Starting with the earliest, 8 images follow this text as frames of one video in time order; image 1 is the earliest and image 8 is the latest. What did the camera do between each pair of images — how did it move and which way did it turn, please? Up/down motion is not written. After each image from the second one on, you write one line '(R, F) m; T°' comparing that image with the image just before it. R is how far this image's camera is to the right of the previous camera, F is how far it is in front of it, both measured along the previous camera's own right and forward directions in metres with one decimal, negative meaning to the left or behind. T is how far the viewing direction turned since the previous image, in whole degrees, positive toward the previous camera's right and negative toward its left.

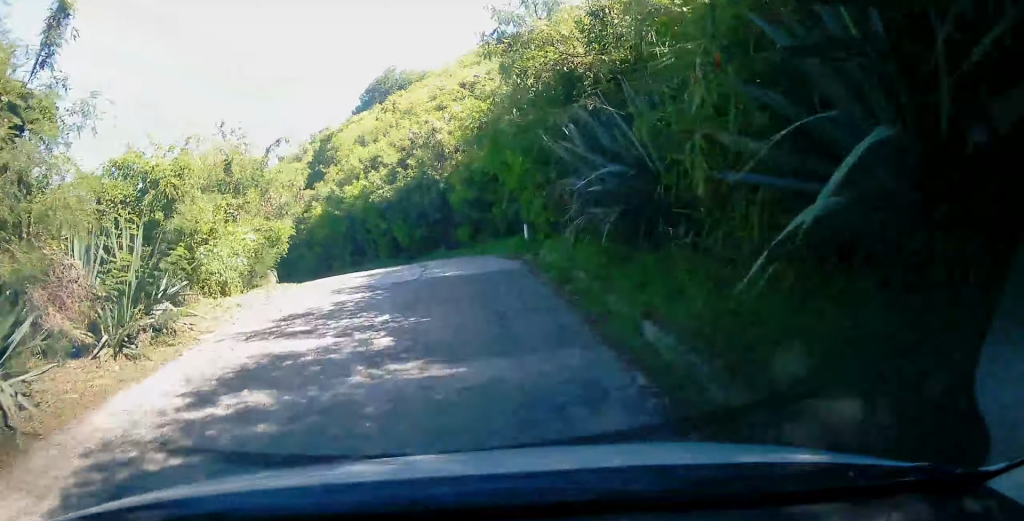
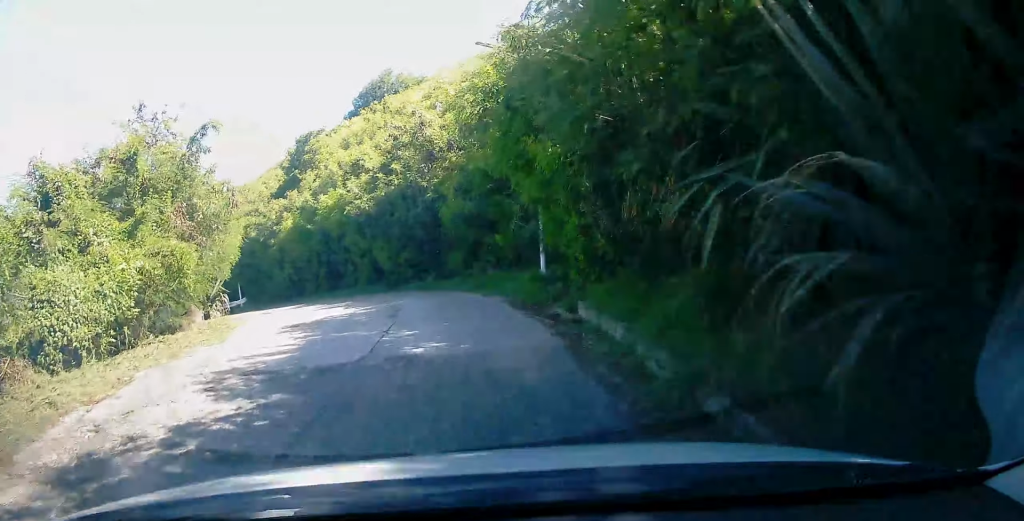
(+0.2, +5.4) m; -1°
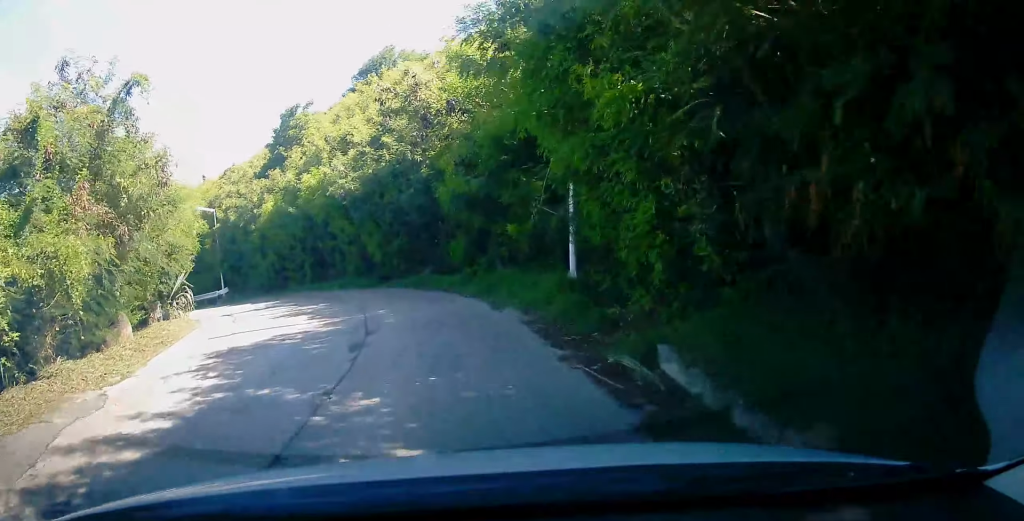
(-0.2, +3.3) m; -3°
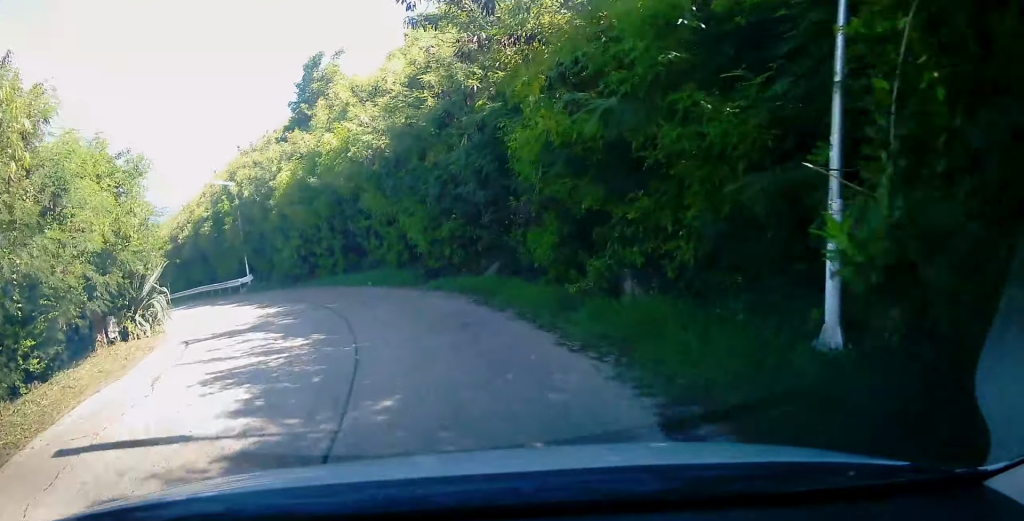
(-0.3, +6.0) m; -7°
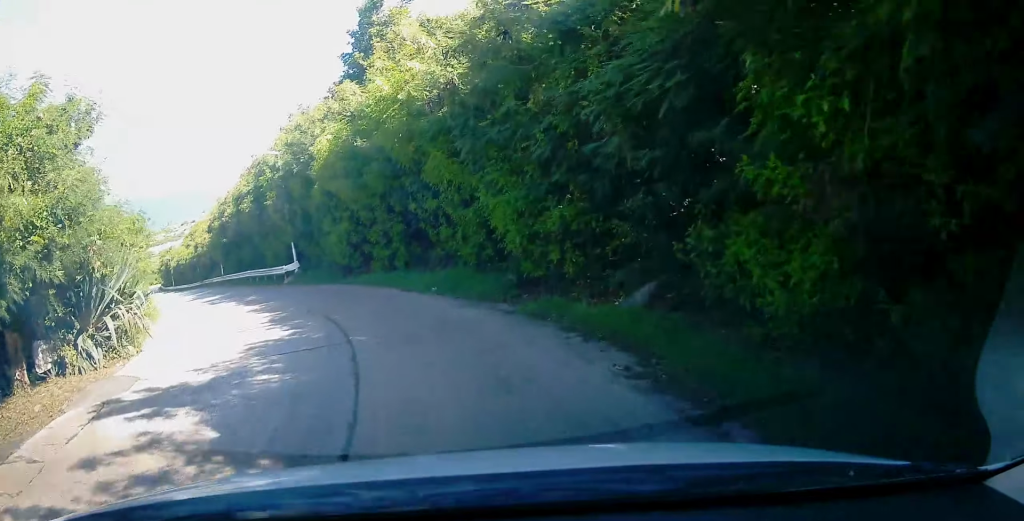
(-0.4, +5.2) m; -7°
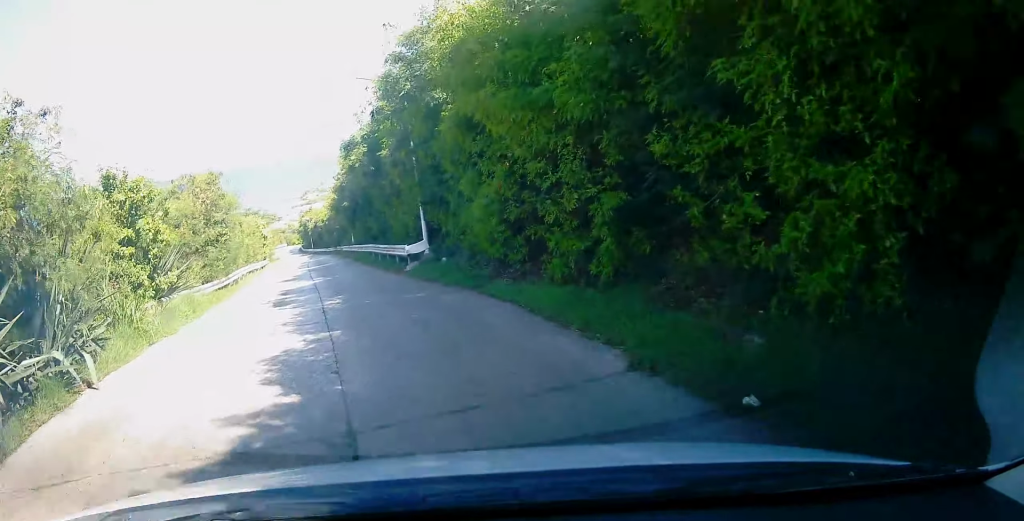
(-0.6, +7.8) m; -11°
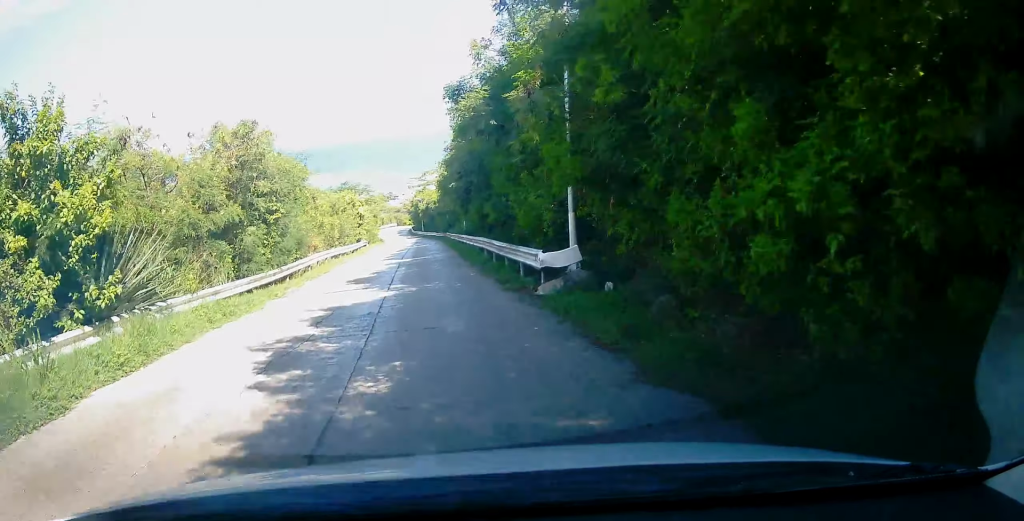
(-0.7, +6.6) m; -12°
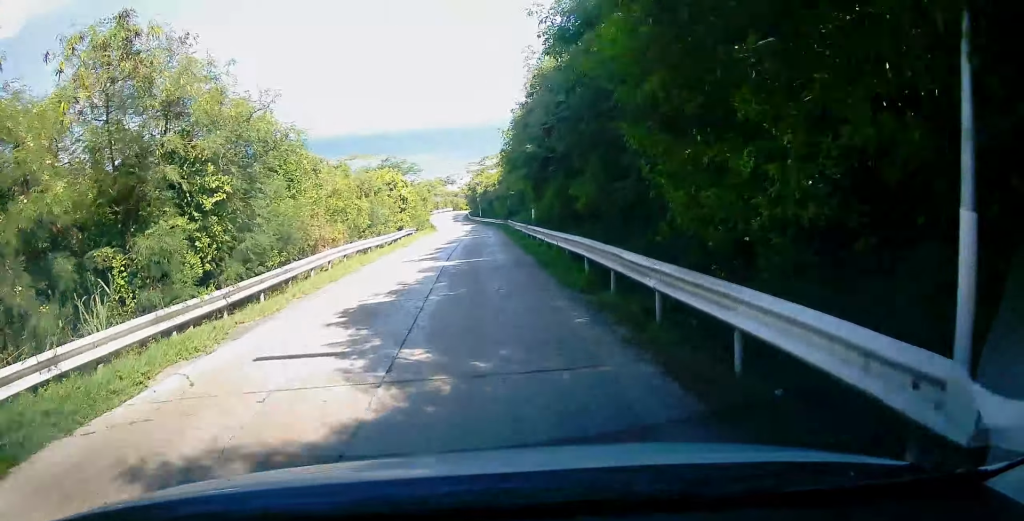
(-0.8, +7.5) m; -3°
